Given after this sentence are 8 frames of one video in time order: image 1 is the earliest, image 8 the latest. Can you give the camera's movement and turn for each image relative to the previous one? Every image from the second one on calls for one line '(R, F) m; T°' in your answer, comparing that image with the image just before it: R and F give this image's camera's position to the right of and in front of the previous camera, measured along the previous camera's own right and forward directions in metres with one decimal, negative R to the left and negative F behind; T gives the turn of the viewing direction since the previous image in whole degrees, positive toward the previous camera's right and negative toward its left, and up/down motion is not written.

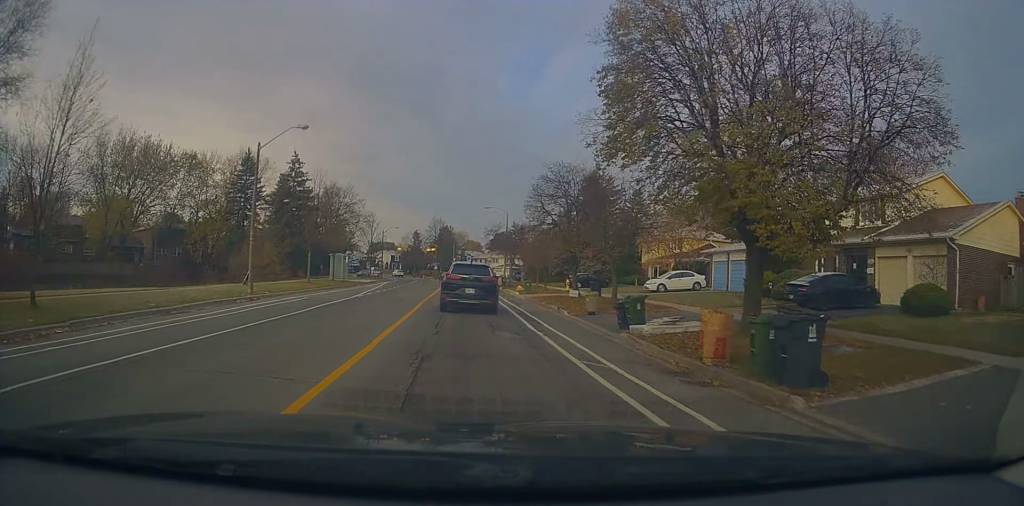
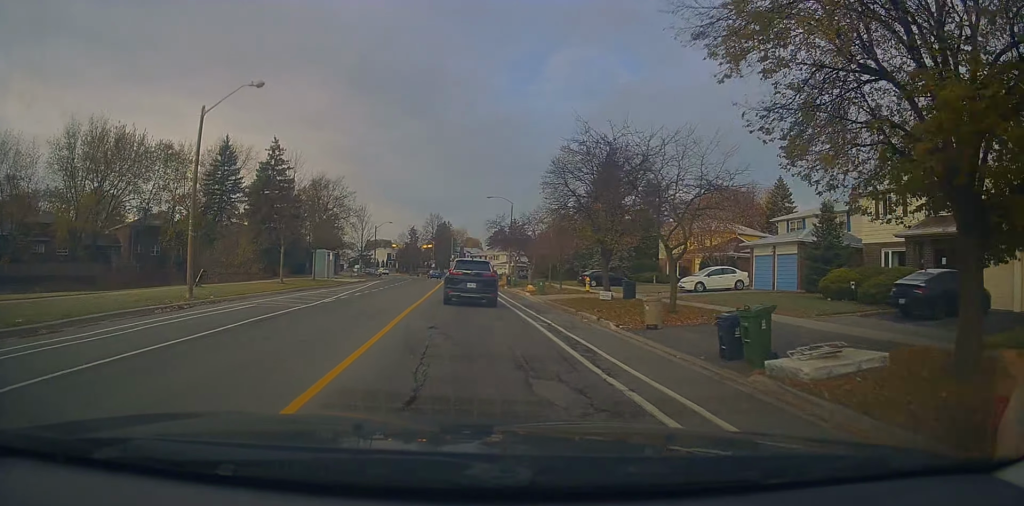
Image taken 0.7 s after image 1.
(+0.1, +6.2) m; +1°
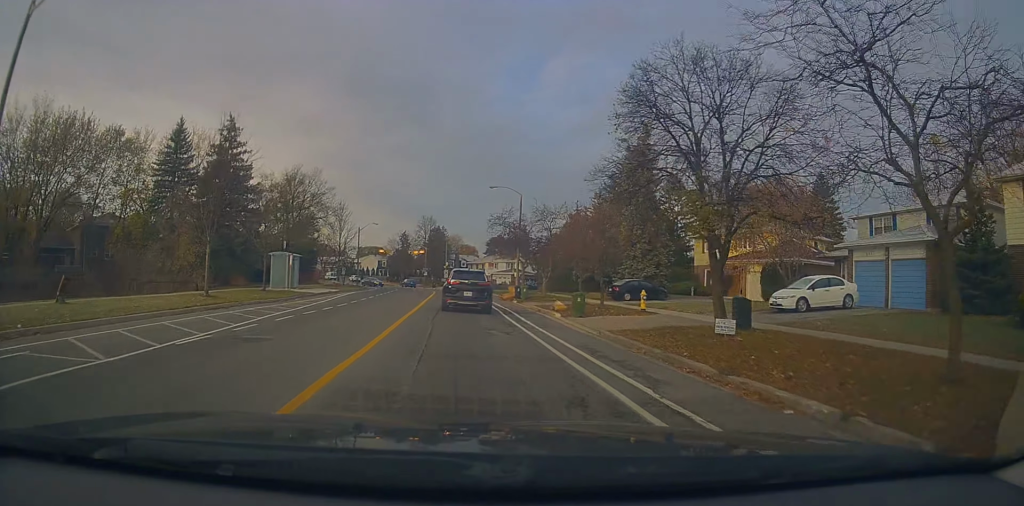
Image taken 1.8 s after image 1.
(+0.1, +10.3) m; +1°
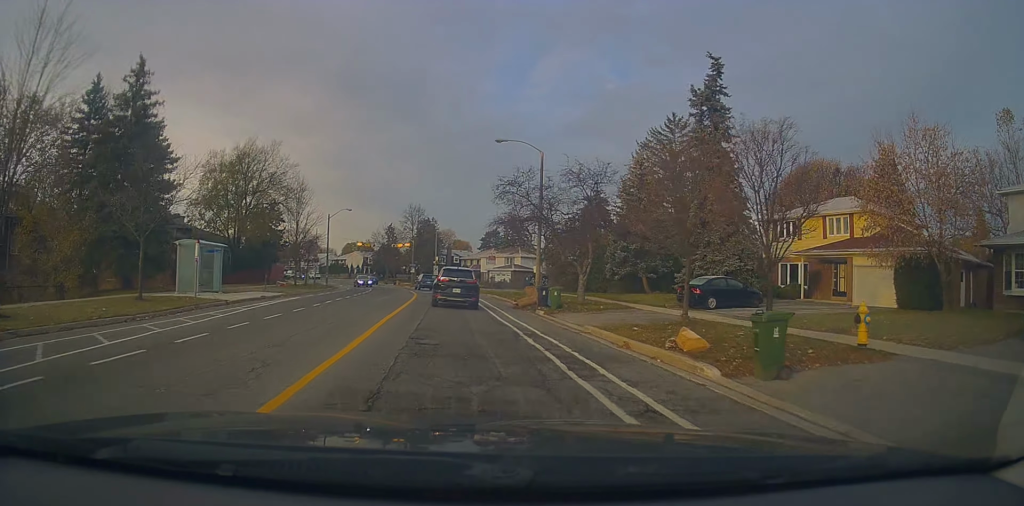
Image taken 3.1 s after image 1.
(0.0, +12.8) m; -1°
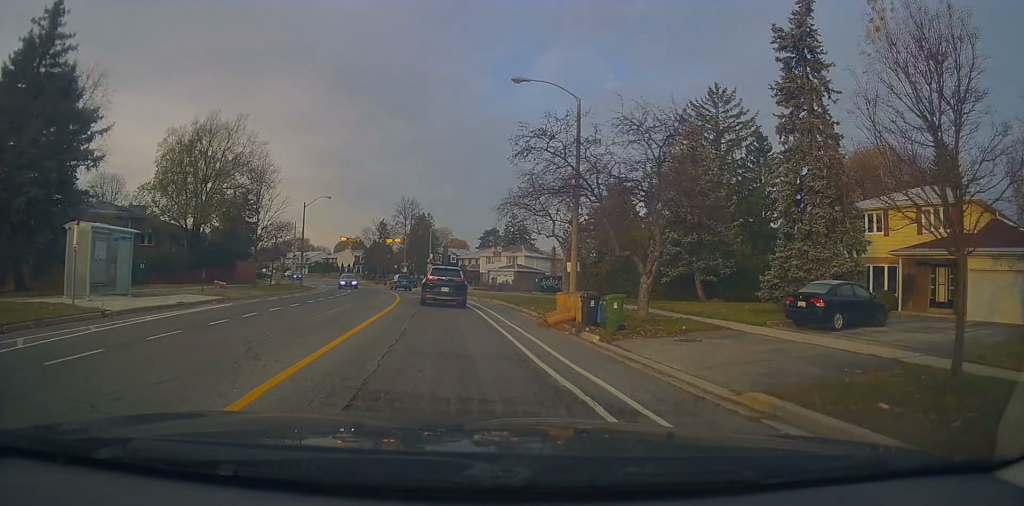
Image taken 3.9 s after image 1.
(-0.1, +8.5) m; +1°
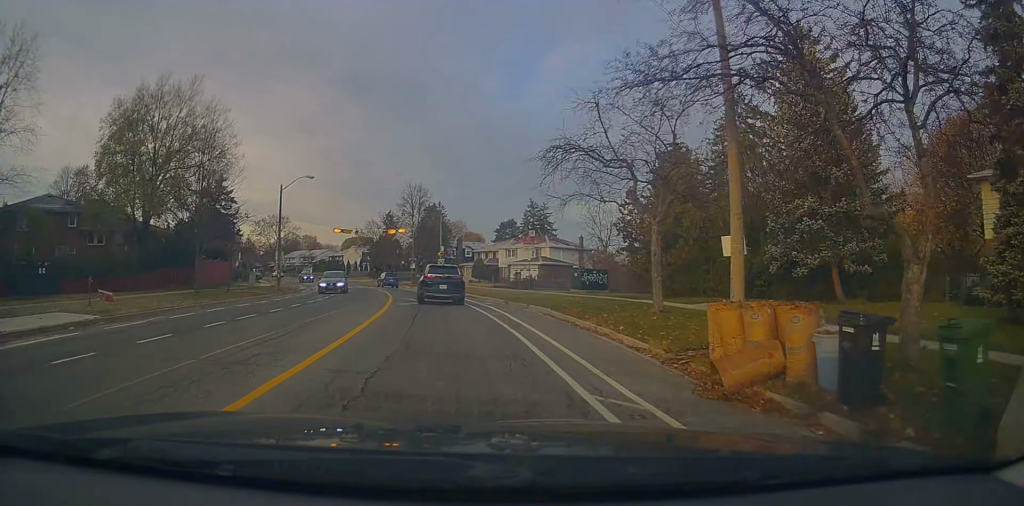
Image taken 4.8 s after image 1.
(+0.2, +10.0) m; +2°
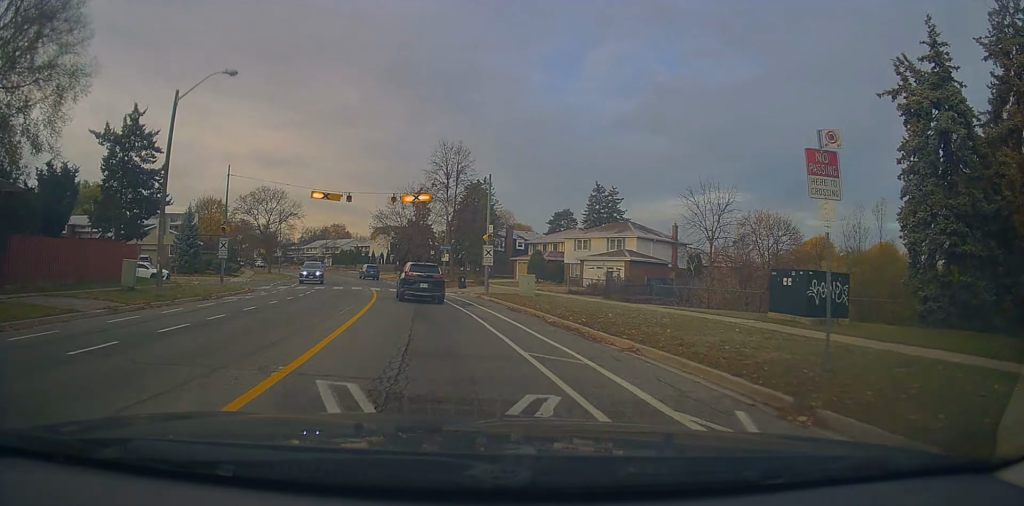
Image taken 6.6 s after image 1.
(-0.9, +22.0) m; -6°
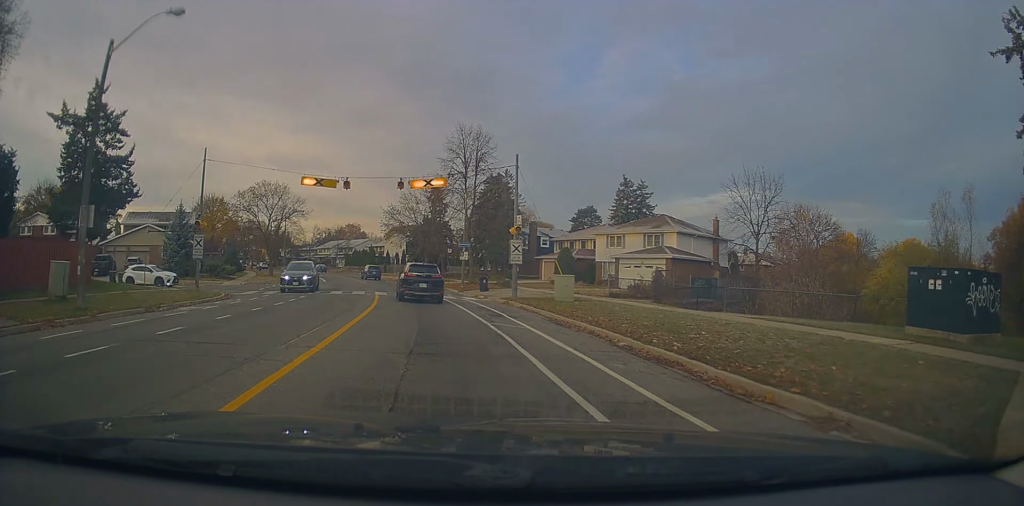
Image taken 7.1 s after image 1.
(0.0, +6.3) m; -2°
